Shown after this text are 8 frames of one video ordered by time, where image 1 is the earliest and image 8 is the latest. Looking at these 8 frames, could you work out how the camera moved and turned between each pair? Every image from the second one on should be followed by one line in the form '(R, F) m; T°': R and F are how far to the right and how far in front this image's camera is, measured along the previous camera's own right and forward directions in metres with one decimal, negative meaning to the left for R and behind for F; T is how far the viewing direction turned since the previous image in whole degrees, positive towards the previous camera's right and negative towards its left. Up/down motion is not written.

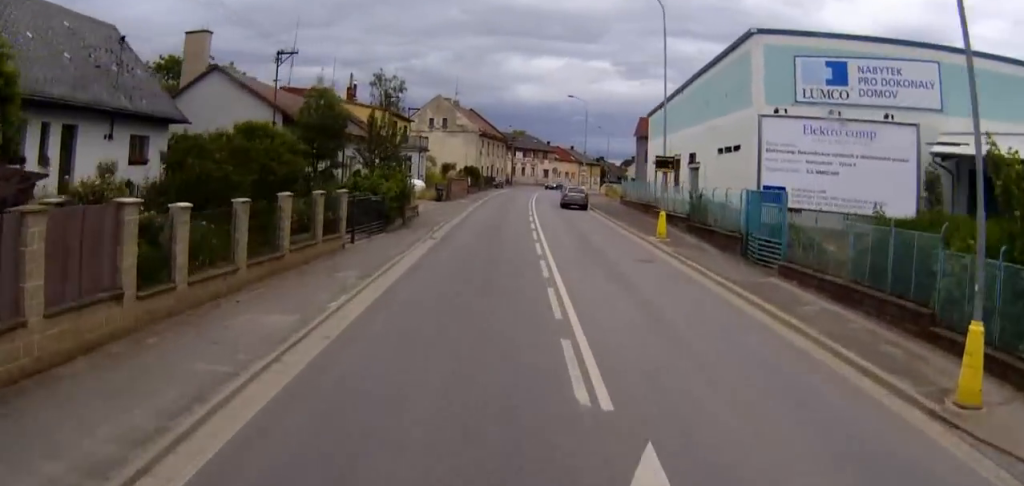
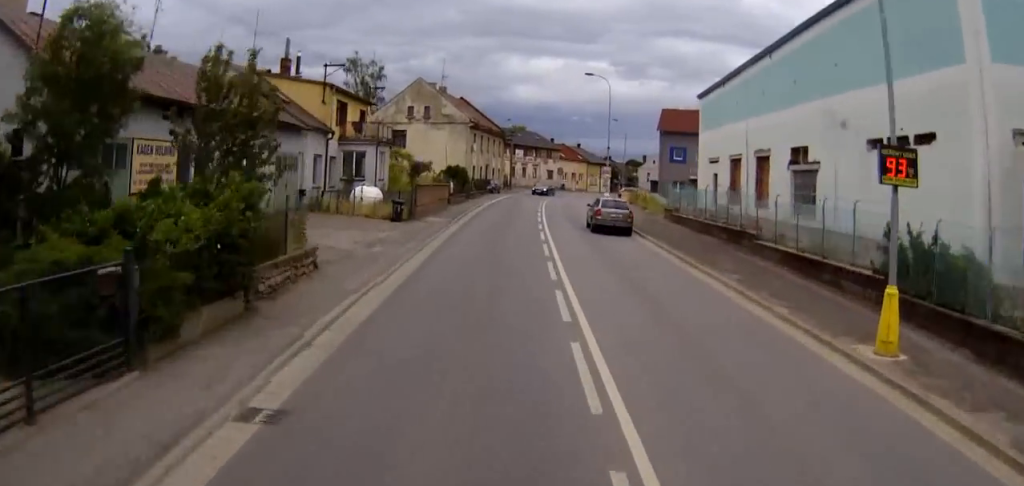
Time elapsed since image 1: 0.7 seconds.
(+0.1, +18.2) m; +1°
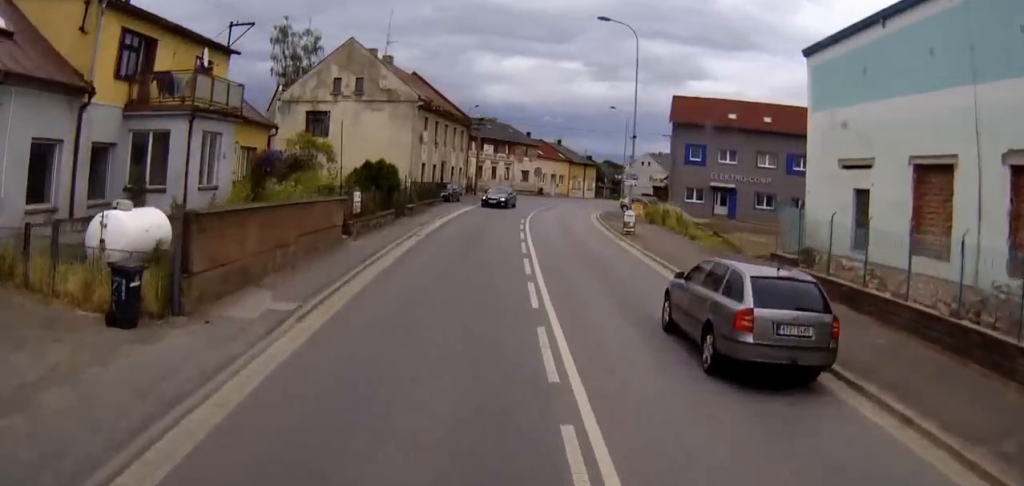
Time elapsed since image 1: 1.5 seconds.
(+0.2, +21.7) m; +2°
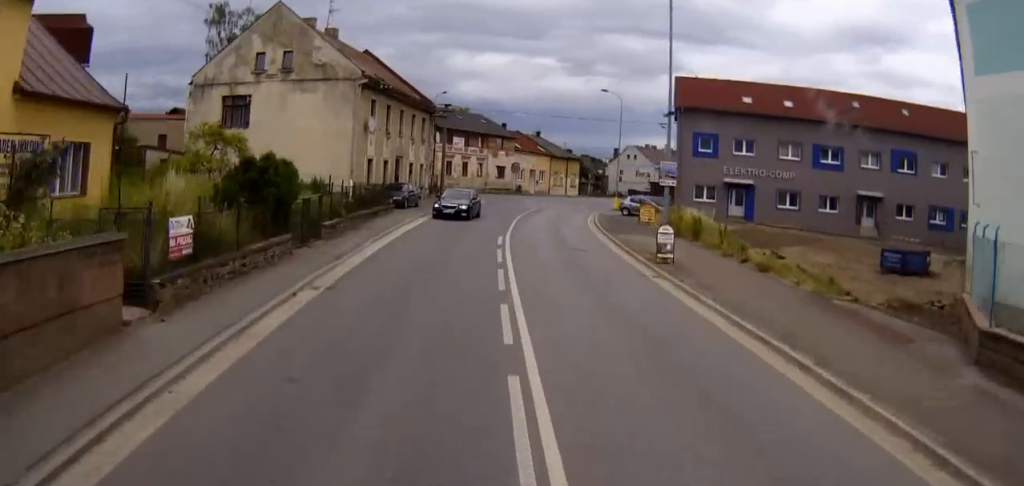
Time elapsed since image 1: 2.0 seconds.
(+0.2, +12.0) m; +2°
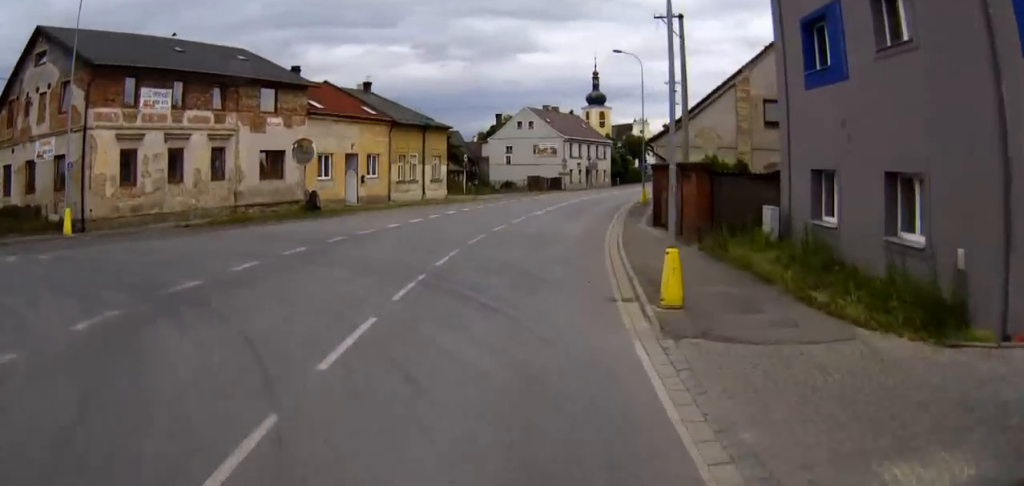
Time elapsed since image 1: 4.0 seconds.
(+3.6, +50.6) m; +9°
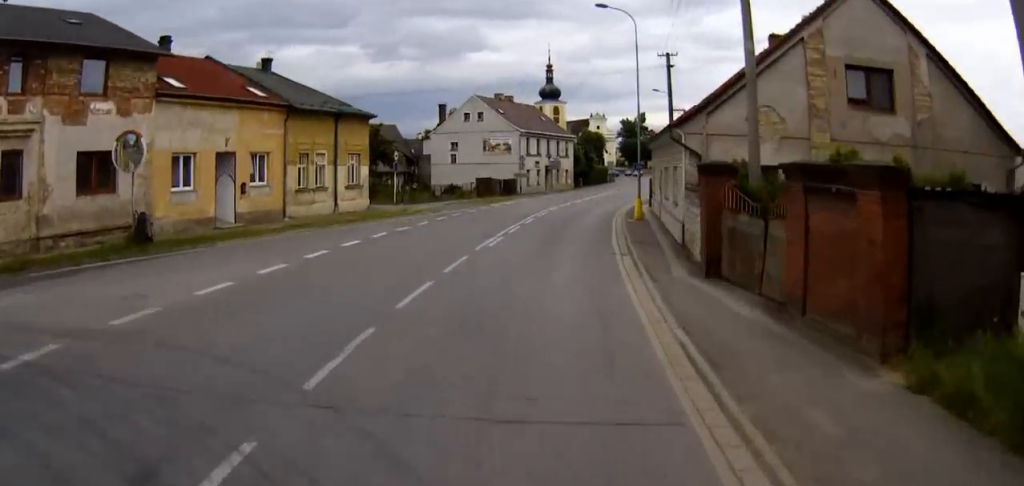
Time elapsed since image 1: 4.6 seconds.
(0.0, +14.0) m; +4°
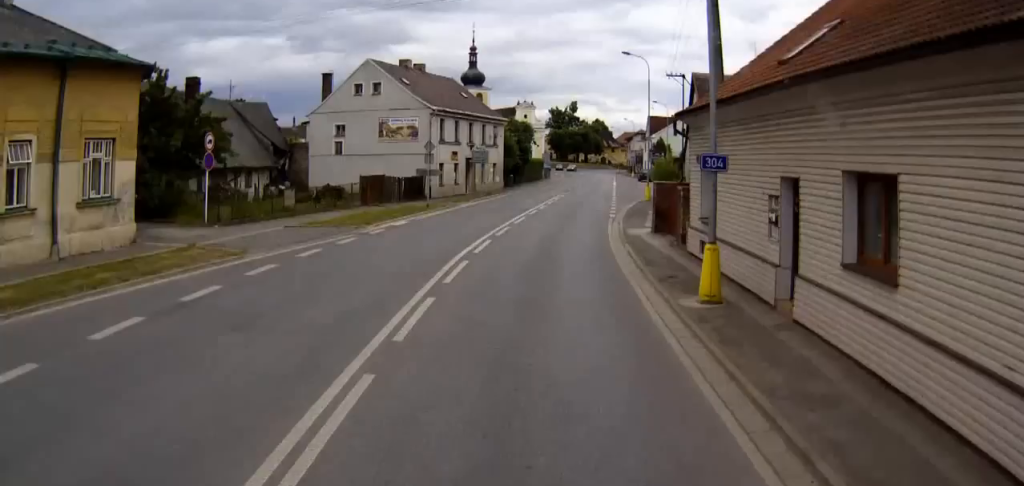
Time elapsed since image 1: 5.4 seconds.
(+1.4, +21.2) m; +7°
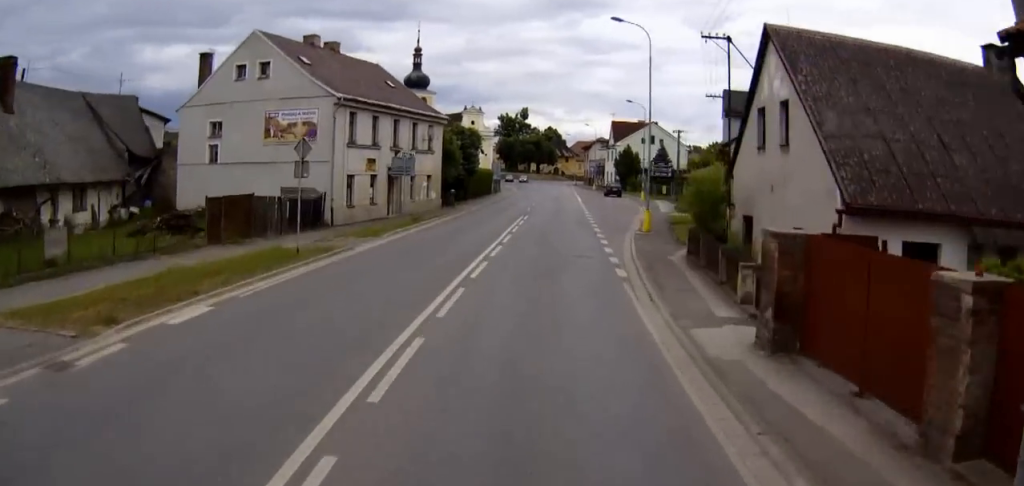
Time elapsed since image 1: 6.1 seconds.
(+0.8, +15.5) m; +4°
